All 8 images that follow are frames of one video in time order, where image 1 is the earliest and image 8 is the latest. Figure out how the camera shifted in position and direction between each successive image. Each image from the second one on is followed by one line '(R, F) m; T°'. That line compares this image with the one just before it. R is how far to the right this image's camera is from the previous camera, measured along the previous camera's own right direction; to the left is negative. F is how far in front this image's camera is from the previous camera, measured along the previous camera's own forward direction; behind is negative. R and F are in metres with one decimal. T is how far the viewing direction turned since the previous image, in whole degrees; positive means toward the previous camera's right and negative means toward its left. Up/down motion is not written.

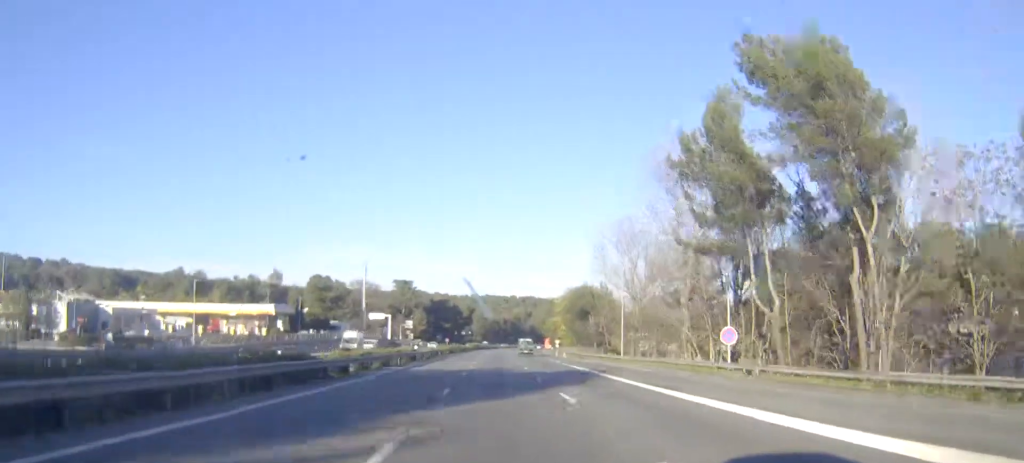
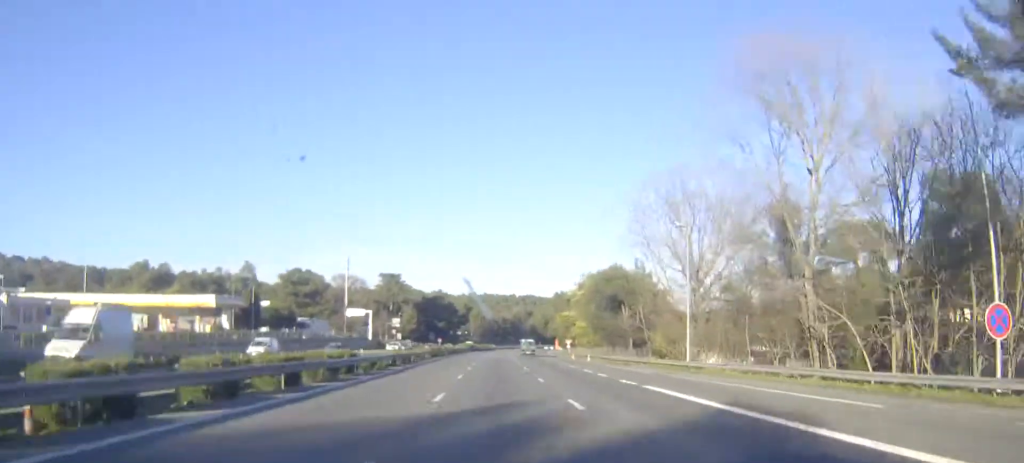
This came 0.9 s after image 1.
(0.0, +27.7) m; 0°
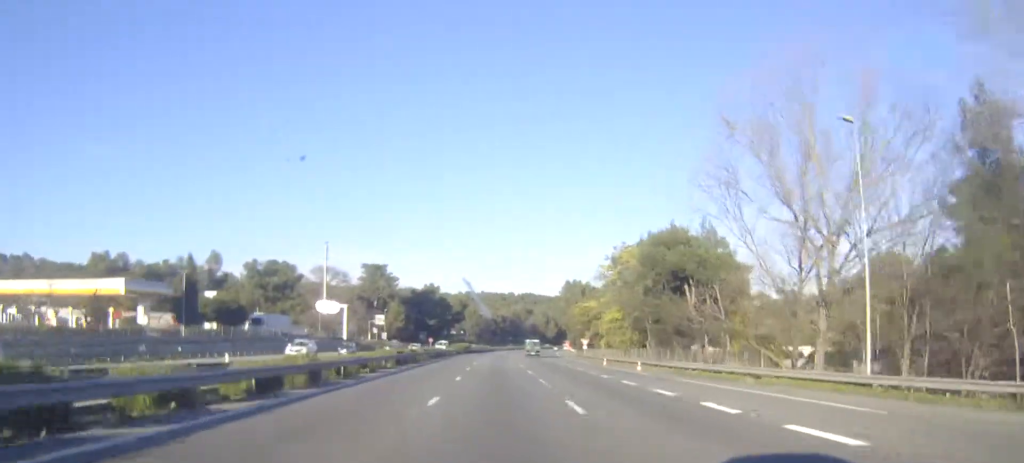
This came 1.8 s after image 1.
(0.0, +26.7) m; 0°
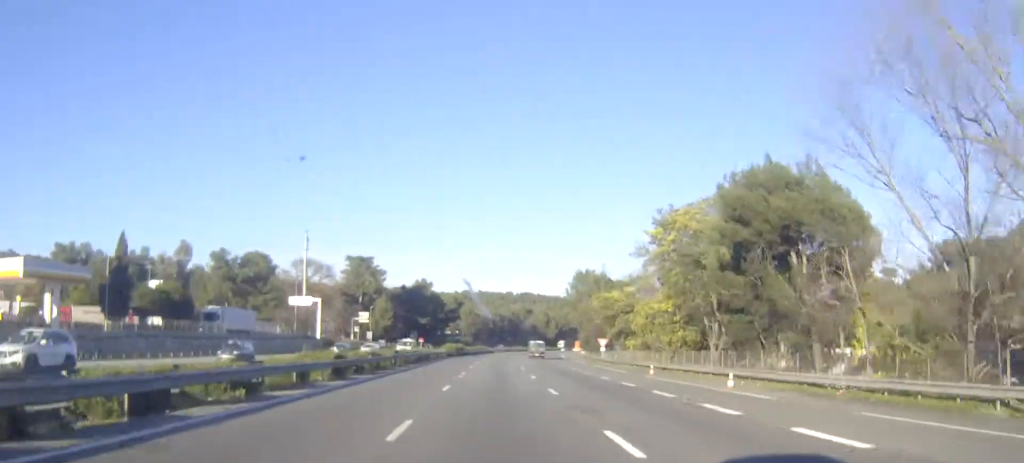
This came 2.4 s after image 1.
(0.0, +19.5) m; 0°
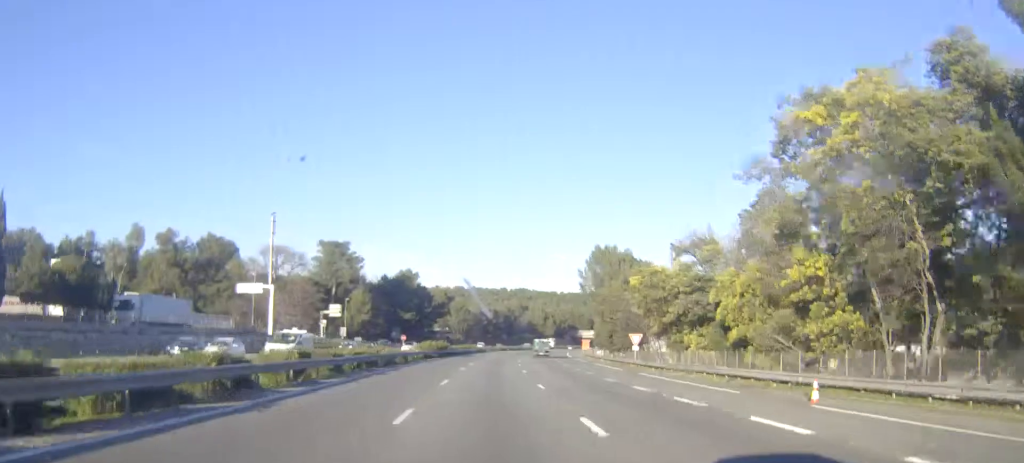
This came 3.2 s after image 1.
(+0.2, +23.7) m; +1°
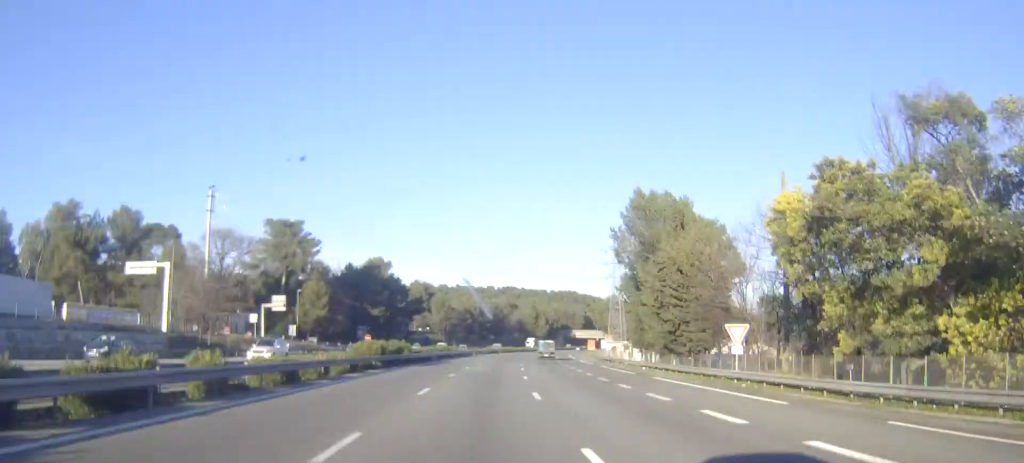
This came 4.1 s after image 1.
(+0.3, +30.0) m; +1°
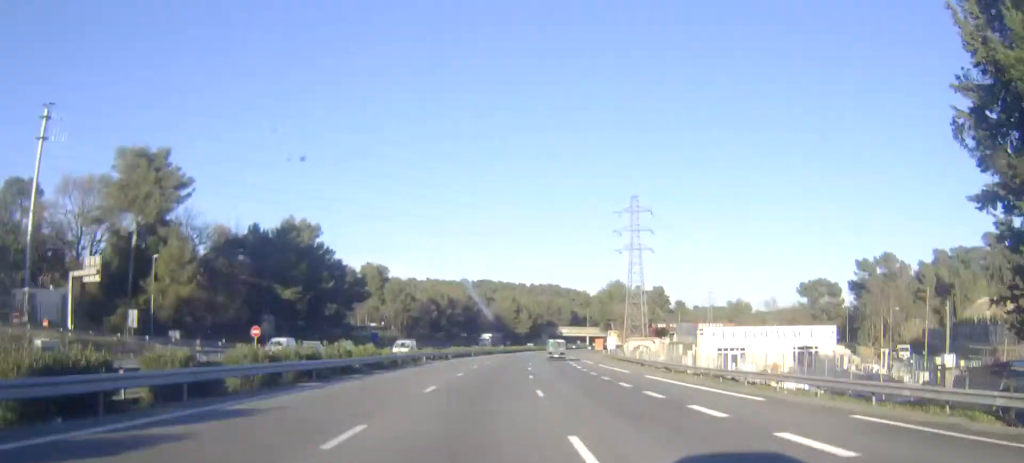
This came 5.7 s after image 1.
(+0.8, +49.9) m; +2°
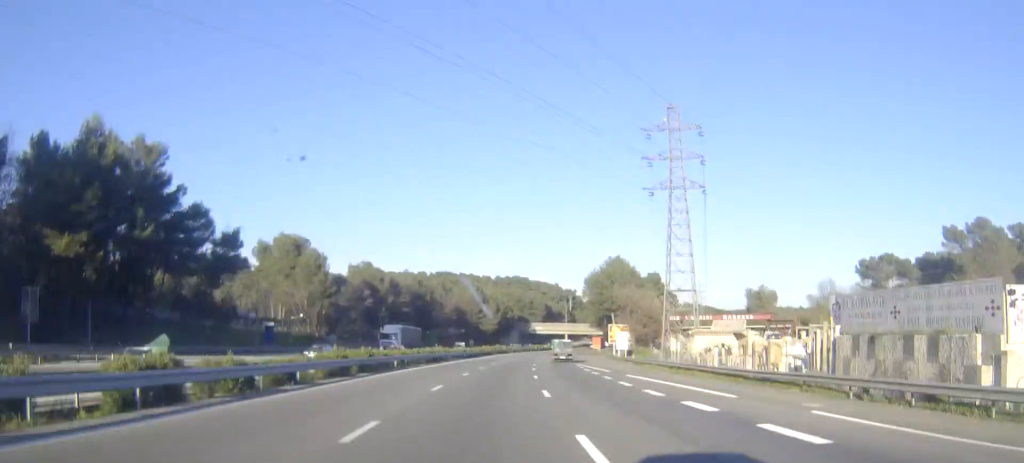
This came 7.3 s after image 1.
(+1.7, +50.2) m; +4°
